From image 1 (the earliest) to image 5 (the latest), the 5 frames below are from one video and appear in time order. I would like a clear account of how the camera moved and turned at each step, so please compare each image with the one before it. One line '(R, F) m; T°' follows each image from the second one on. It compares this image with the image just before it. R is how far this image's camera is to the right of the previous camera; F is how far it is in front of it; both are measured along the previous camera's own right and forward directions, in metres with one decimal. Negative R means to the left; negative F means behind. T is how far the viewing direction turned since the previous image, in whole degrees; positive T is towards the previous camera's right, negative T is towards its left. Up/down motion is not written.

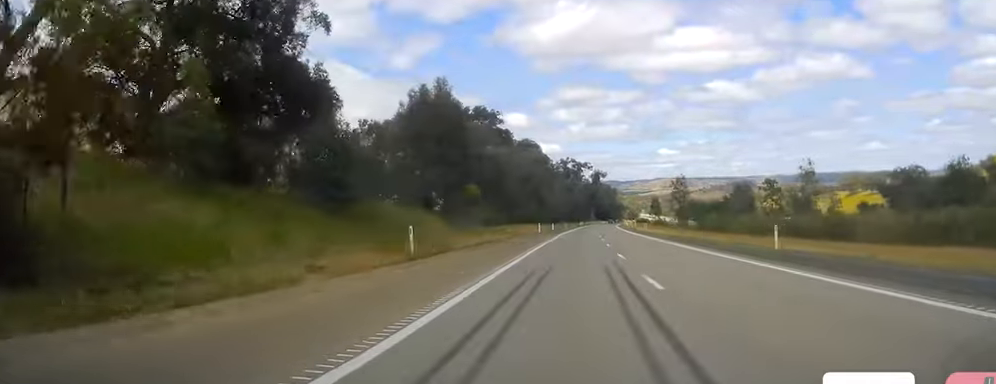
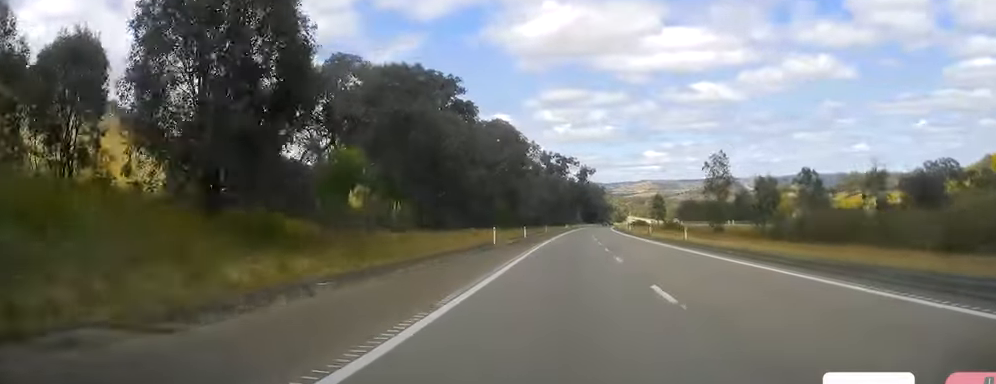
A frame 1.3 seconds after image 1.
(+0.3, +37.8) m; 0°
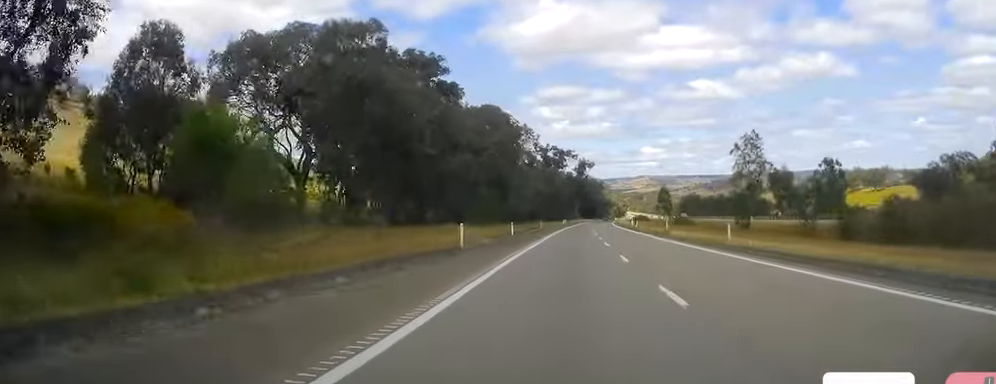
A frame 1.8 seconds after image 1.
(-0.3, +13.5) m; 0°
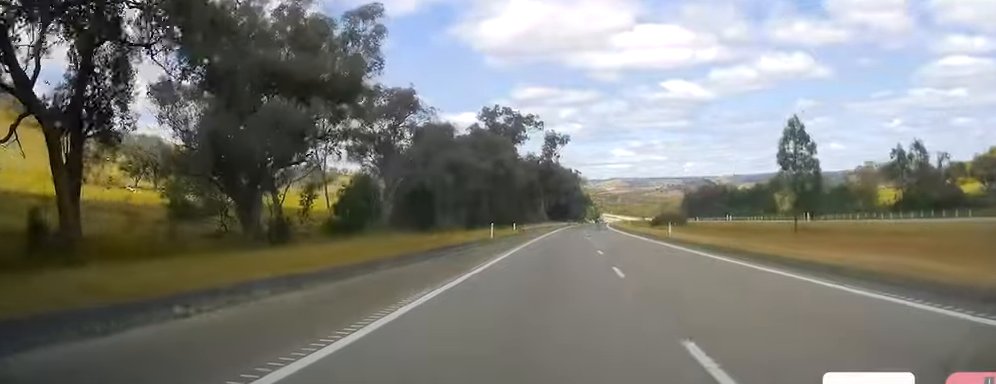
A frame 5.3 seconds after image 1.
(+4.1, +102.2) m; +3°
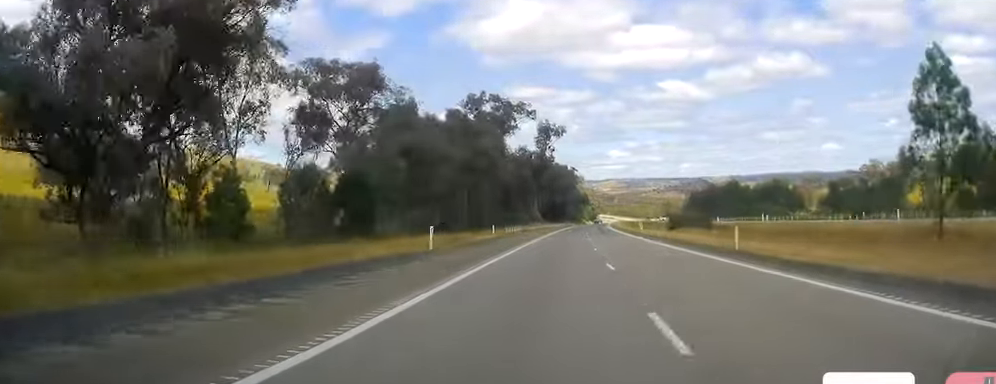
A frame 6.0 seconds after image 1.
(0.0, +21.2) m; 0°
